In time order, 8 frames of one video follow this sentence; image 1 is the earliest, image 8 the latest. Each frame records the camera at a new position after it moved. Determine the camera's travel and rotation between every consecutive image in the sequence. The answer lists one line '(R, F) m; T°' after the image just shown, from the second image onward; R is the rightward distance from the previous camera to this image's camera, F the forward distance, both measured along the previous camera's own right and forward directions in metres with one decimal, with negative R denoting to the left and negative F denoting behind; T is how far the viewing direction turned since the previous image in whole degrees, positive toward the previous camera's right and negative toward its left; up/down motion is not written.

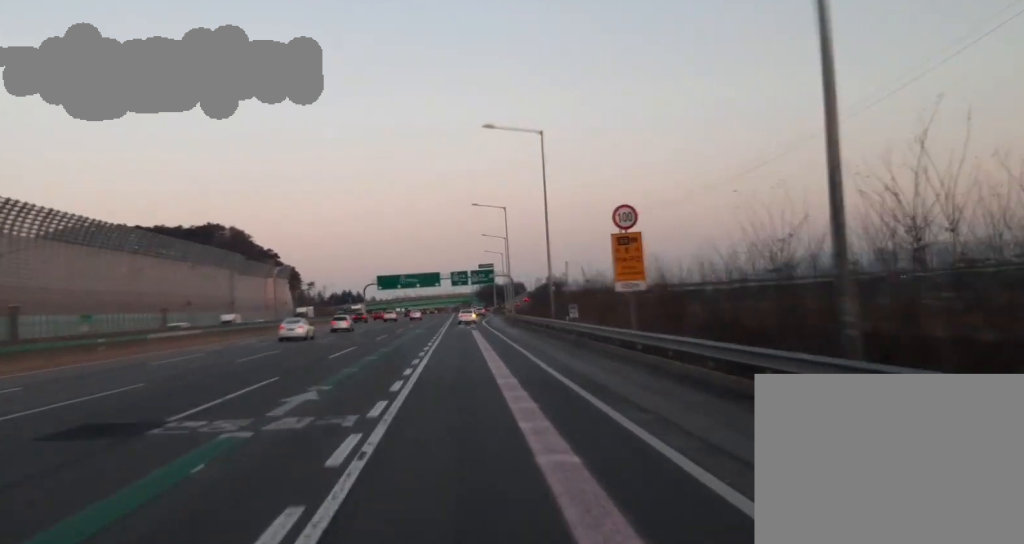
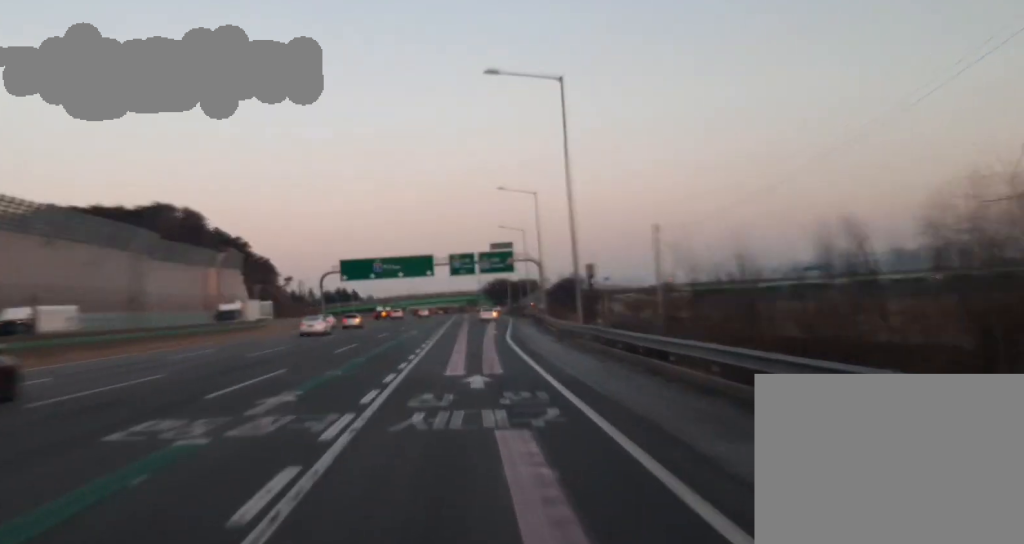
(0.0, +60.1) m; 0°
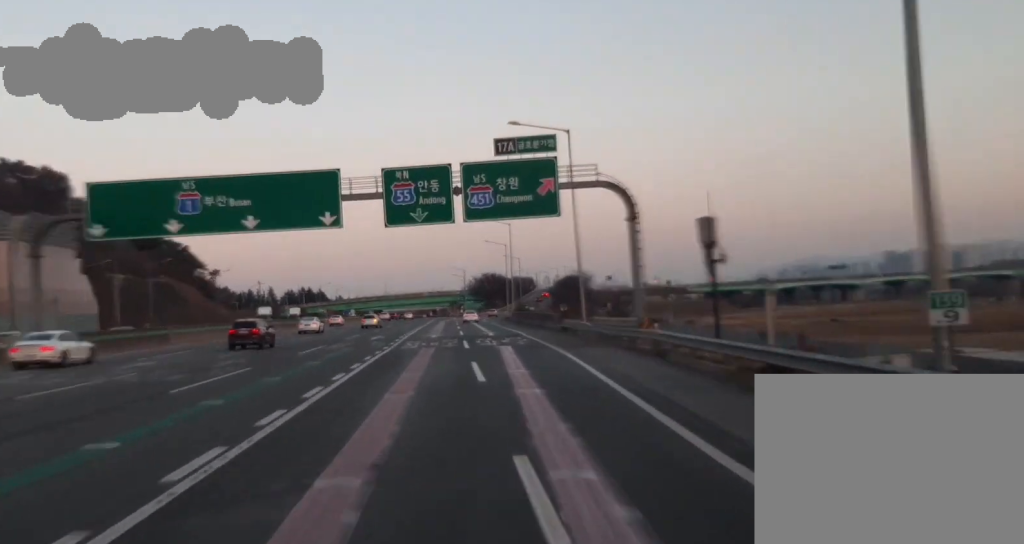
(0.0, +79.4) m; 0°
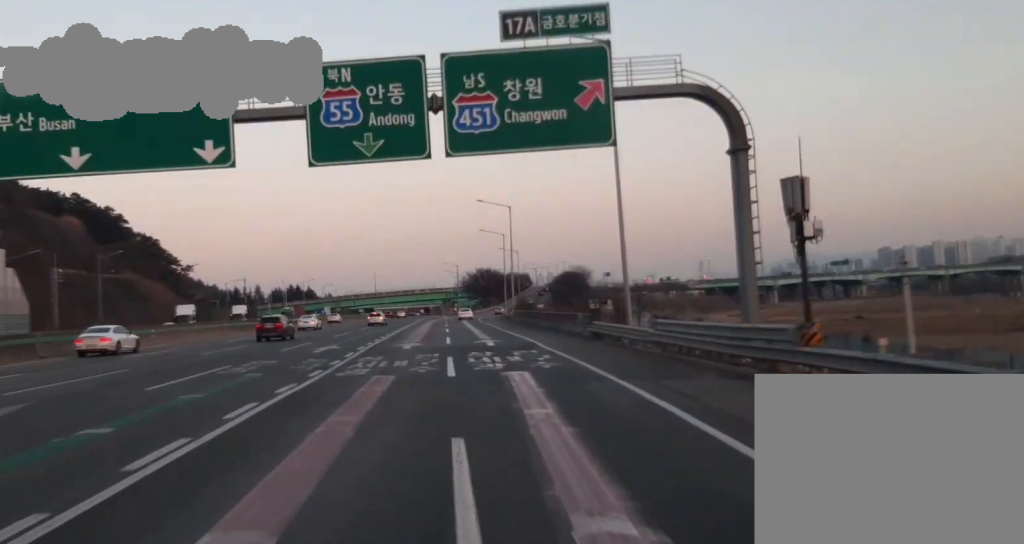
(0.0, +20.4) m; 0°
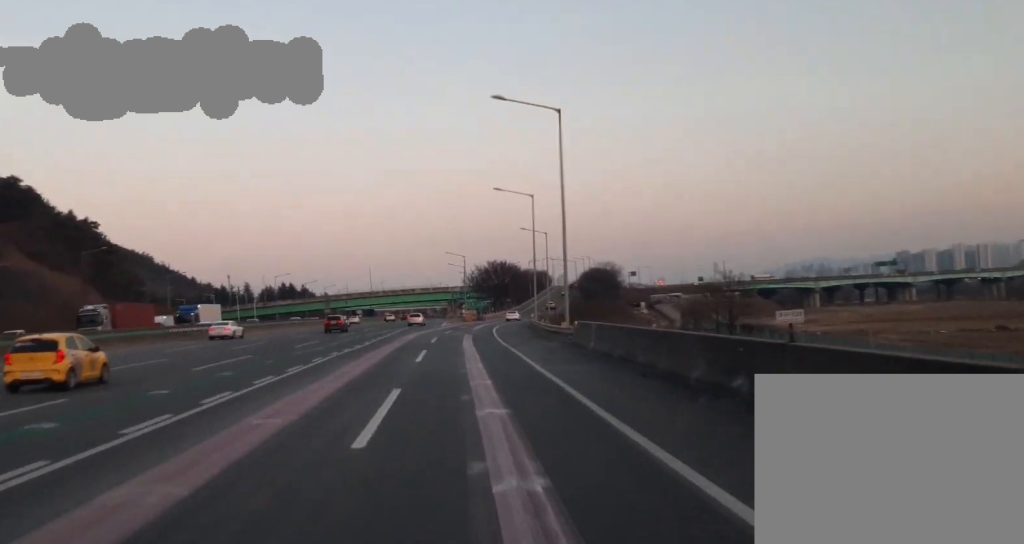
(+0.4, +54.6) m; +2°
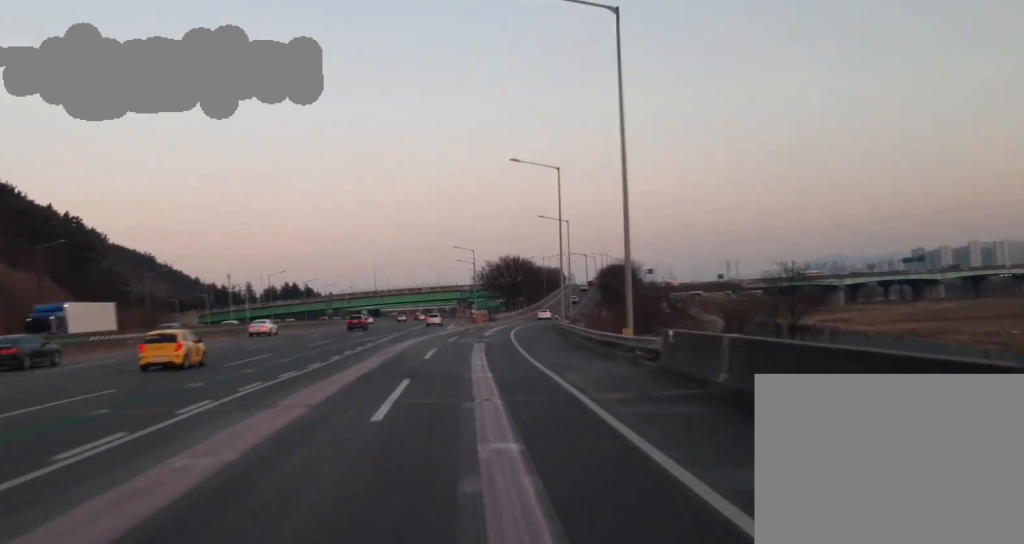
(+0.3, +17.8) m; +1°
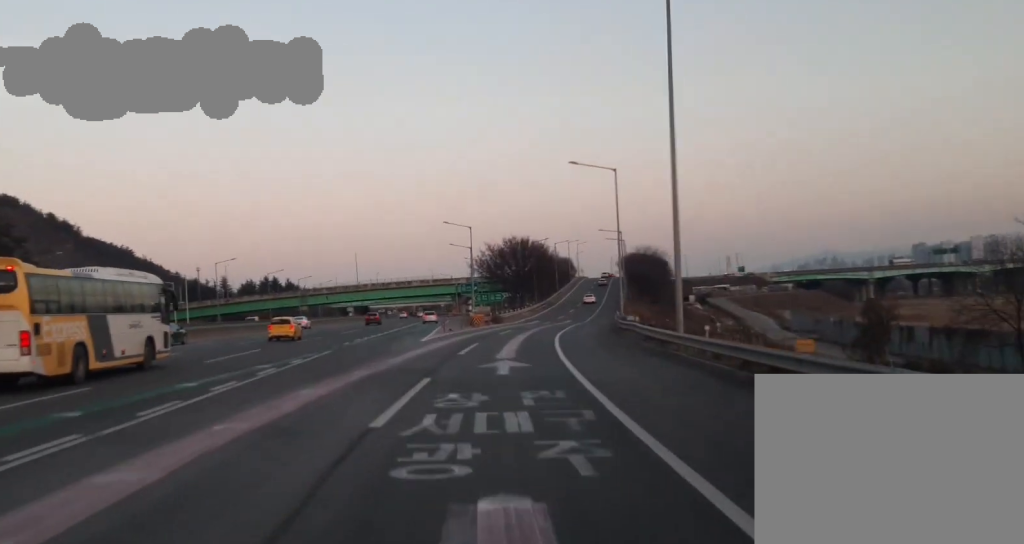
(+0.4, +42.0) m; +1°
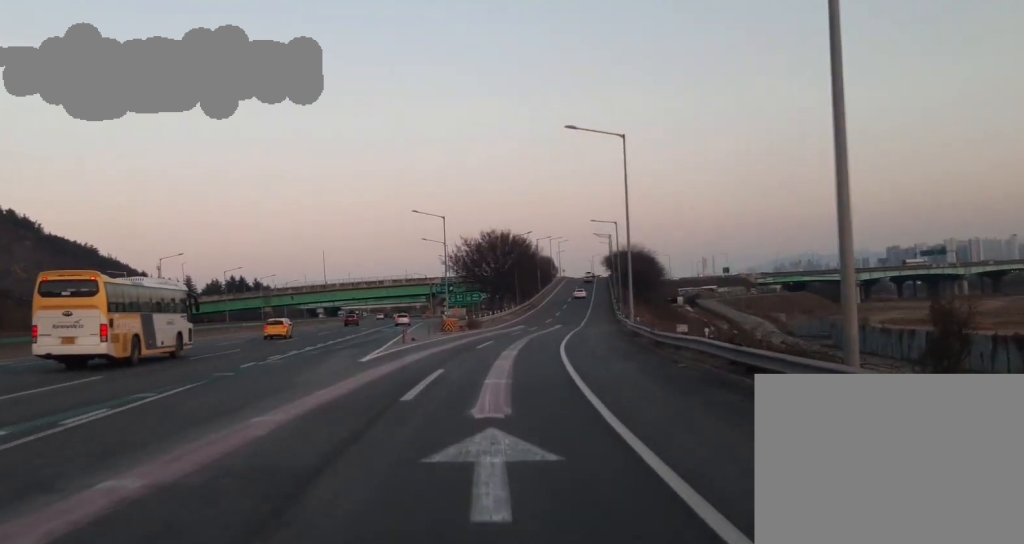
(0.0, +15.9) m; 0°
